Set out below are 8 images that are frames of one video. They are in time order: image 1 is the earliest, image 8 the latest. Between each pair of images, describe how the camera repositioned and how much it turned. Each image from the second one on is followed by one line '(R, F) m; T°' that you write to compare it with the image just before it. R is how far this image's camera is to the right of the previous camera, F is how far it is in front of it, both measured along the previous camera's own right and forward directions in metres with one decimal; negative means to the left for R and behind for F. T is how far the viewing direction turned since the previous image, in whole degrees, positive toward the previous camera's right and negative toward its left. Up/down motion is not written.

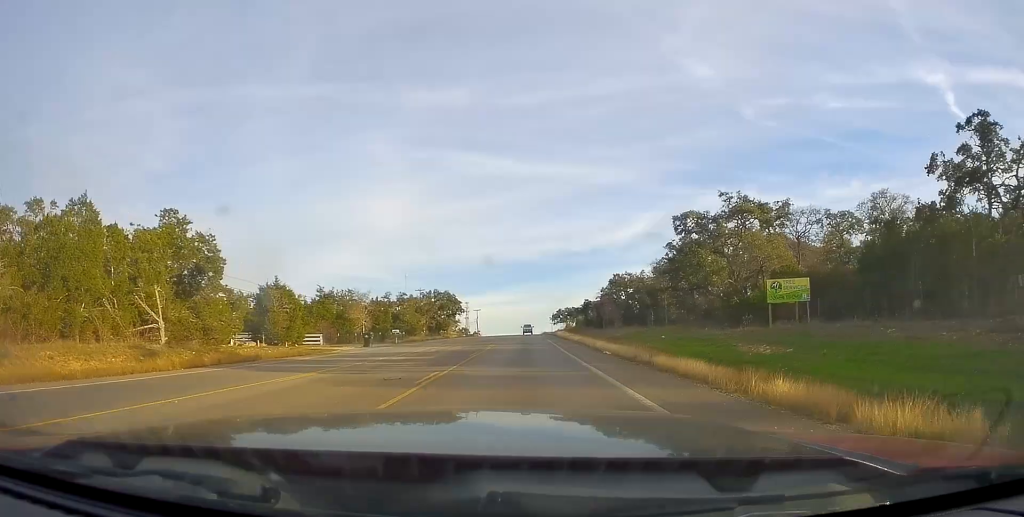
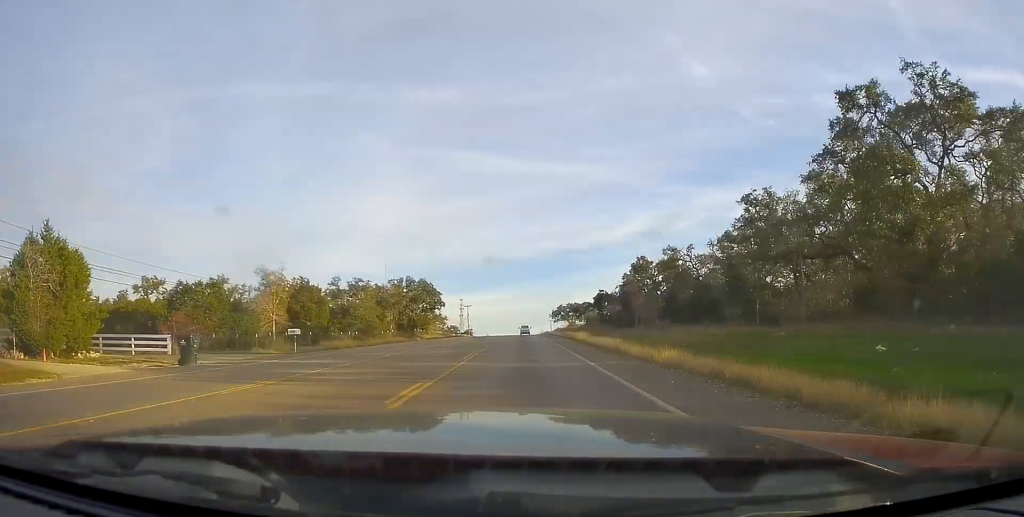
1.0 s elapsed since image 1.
(+0.1, +25.8) m; +1°
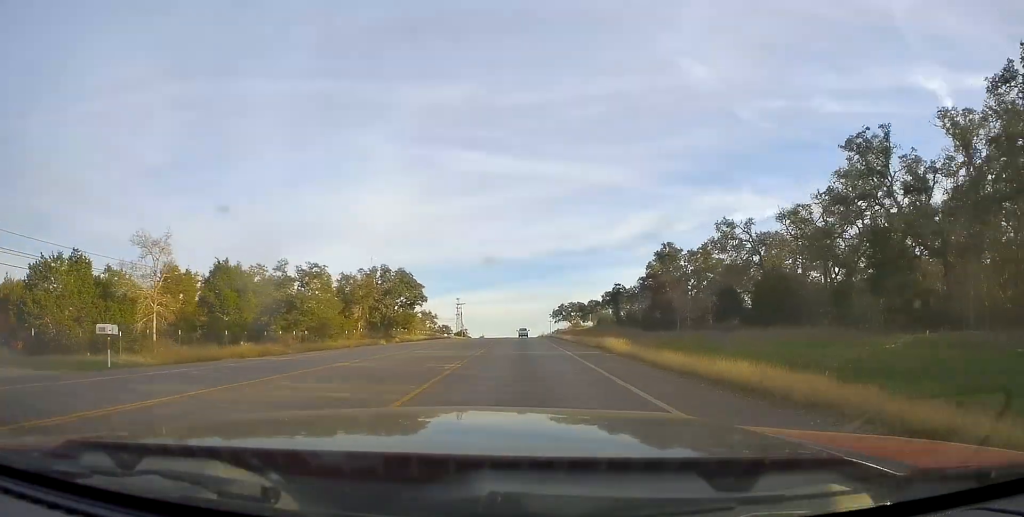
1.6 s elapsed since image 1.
(+0.1, +16.3) m; 0°
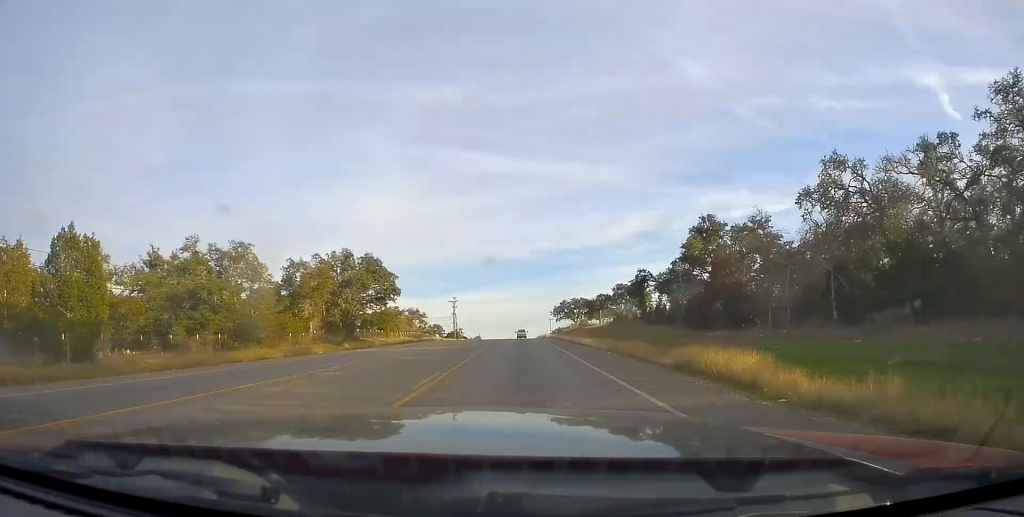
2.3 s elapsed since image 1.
(0.0, +16.4) m; 0°
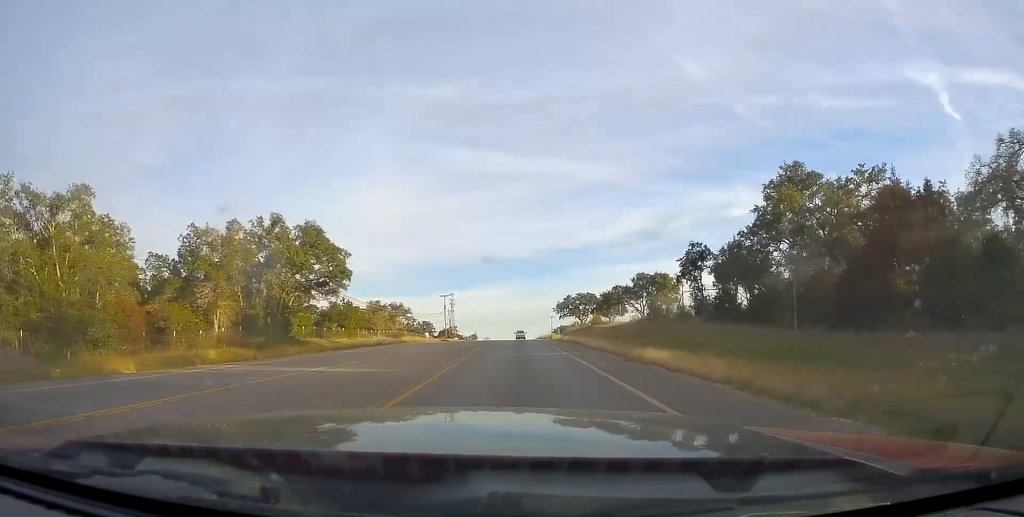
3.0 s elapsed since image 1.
(-0.1, +18.3) m; 0°
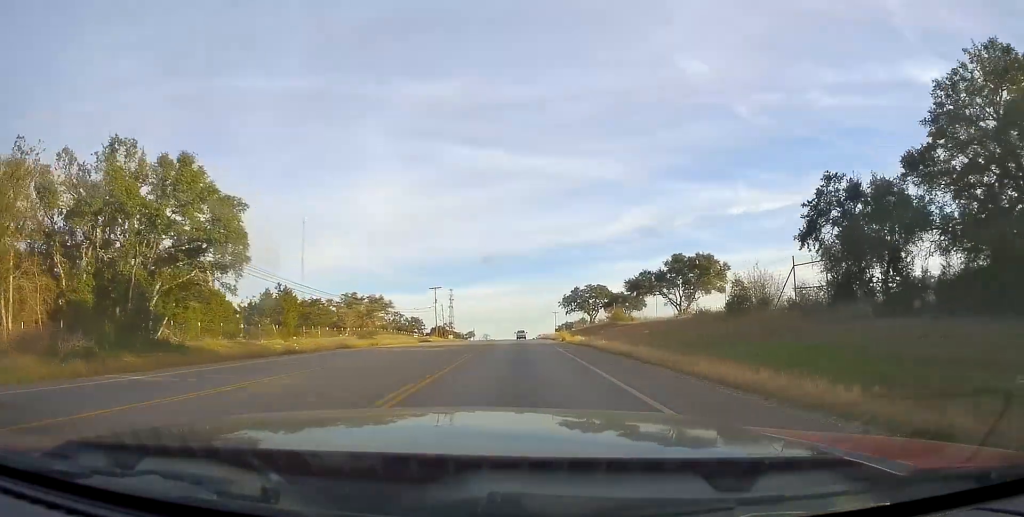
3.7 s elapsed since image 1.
(0.0, +18.9) m; 0°
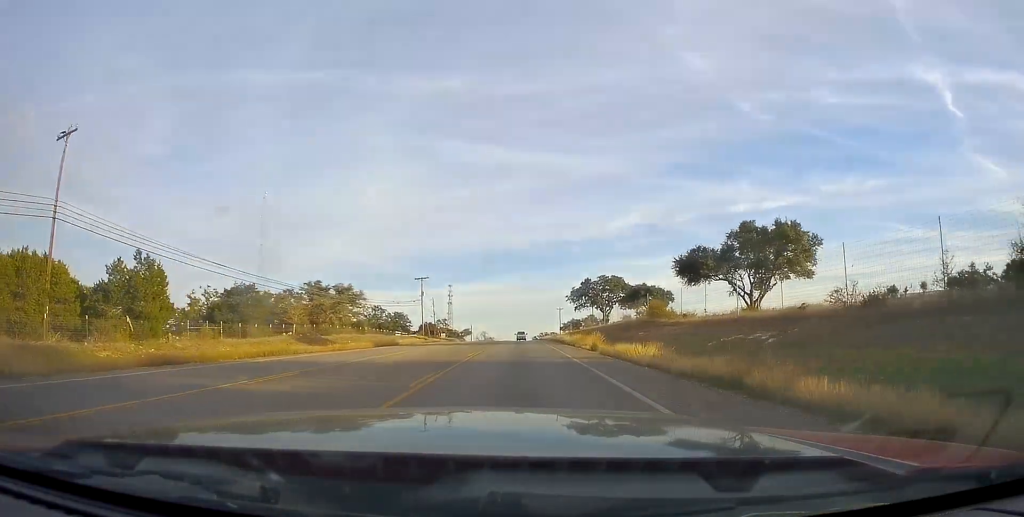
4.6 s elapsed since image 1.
(+0.1, +20.3) m; 0°
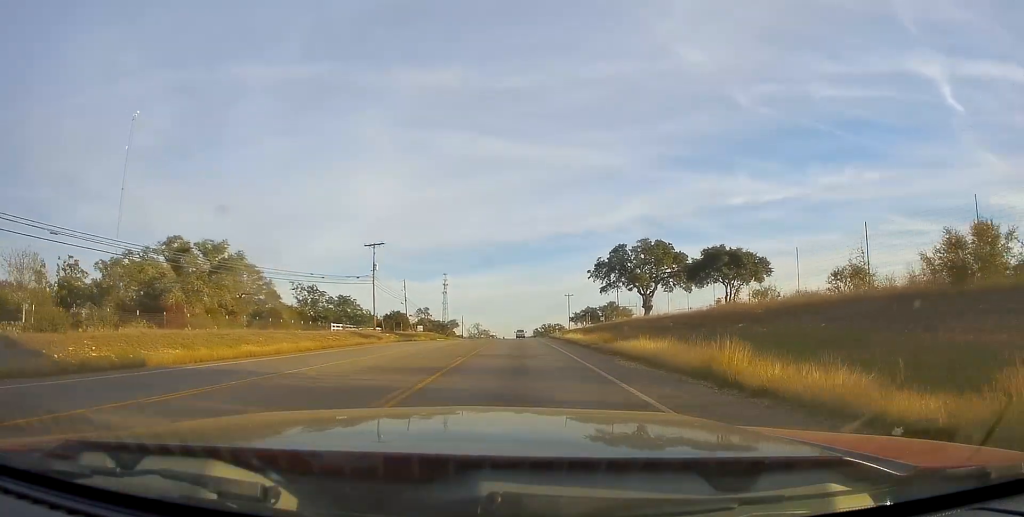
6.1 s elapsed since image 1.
(-0.1, +38.5) m; -1°
